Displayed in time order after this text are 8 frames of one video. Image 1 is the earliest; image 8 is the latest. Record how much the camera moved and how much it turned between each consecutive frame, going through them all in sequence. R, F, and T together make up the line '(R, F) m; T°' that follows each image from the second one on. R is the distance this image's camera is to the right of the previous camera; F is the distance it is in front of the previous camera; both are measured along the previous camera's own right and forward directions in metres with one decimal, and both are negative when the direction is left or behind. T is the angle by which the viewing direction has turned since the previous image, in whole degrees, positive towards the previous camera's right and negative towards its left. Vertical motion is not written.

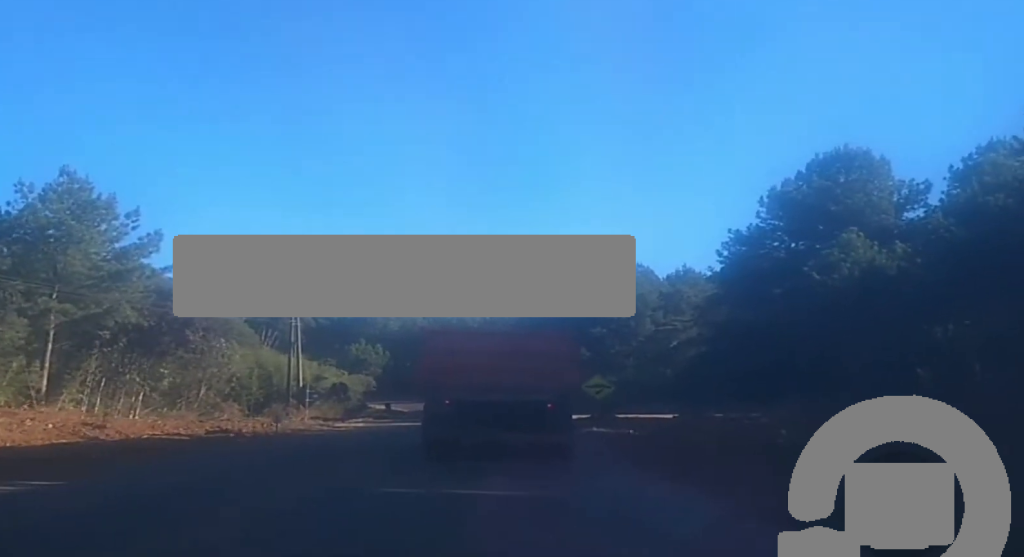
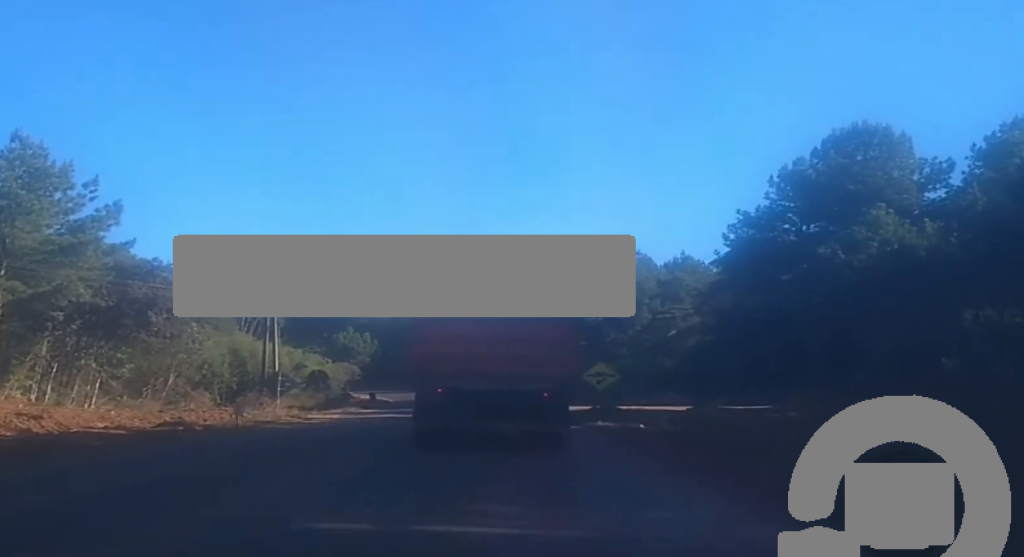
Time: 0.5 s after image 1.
(0.0, +4.9) m; 0°
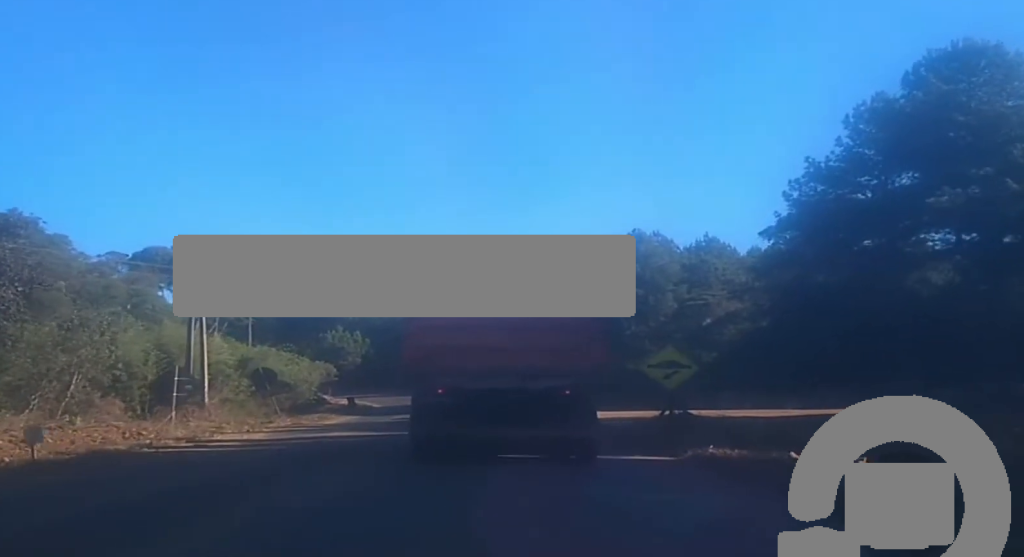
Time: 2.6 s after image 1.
(-0.9, +16.2) m; -2°
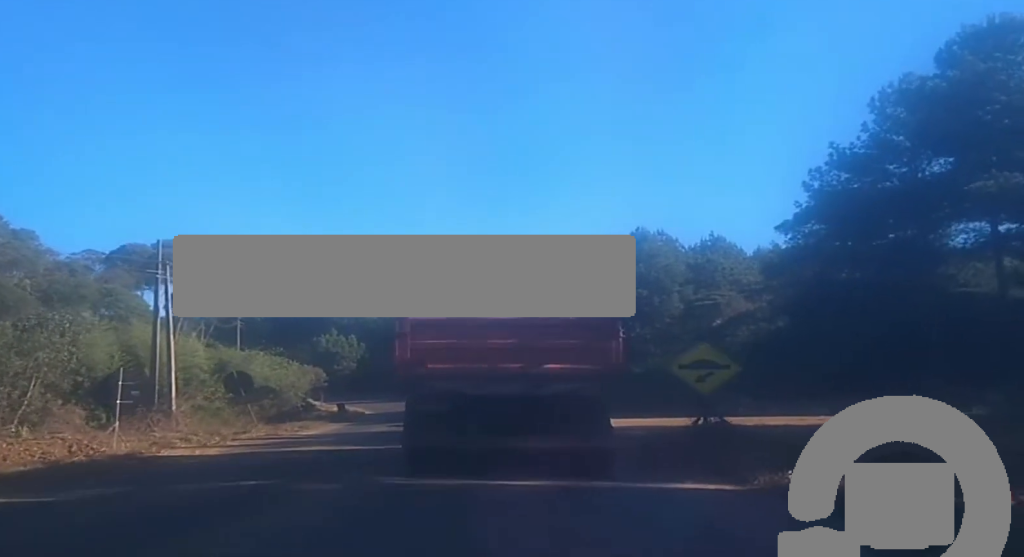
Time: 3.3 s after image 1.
(+0.4, +4.6) m; +6°
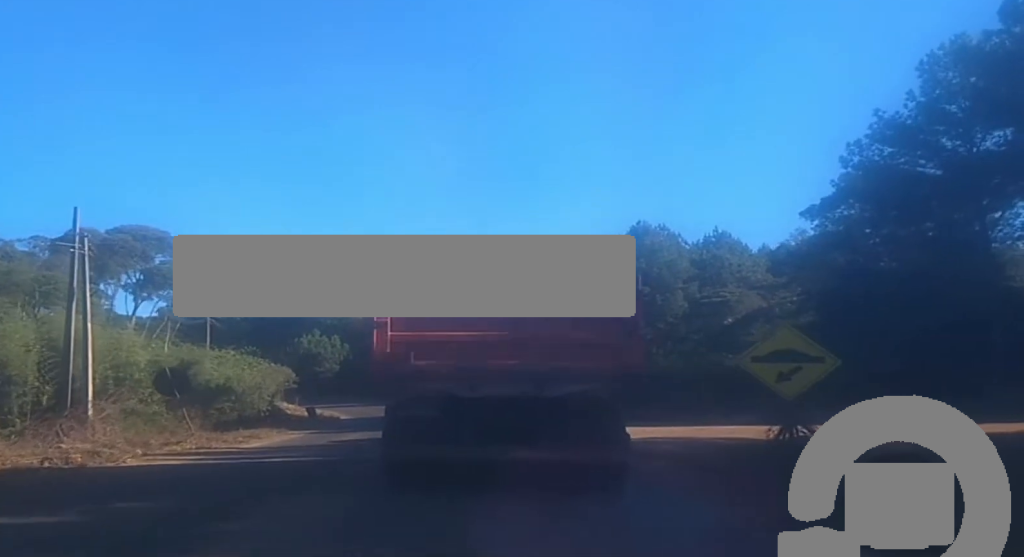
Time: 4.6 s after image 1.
(+0.5, +7.5) m; +3°
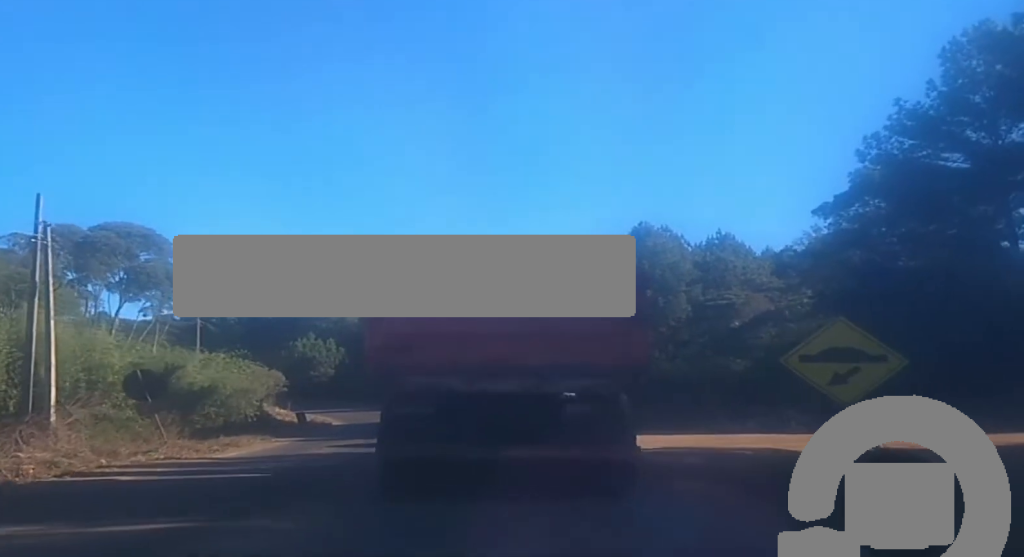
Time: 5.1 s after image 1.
(-0.1, +2.4) m; 0°
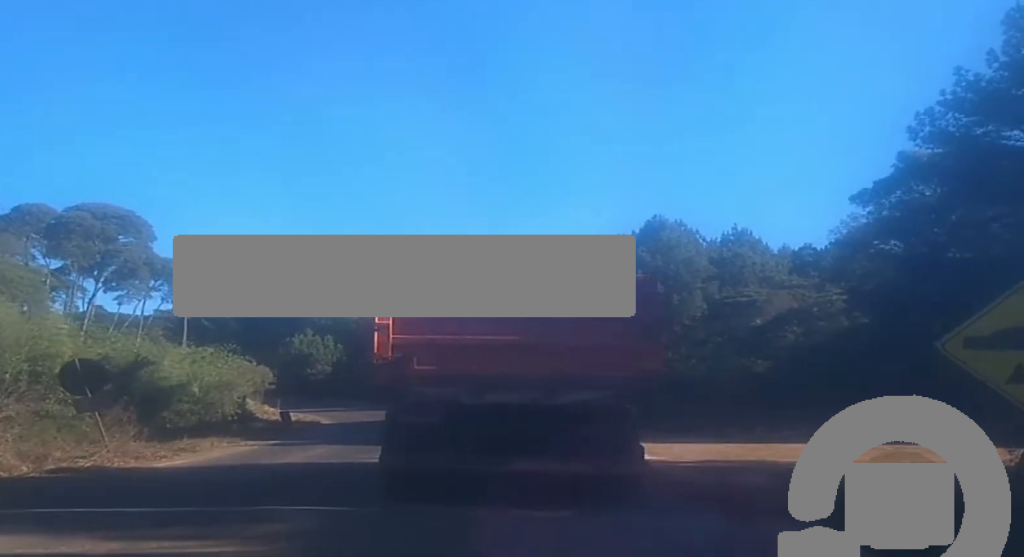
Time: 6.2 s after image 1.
(0.0, +4.6) m; -3°
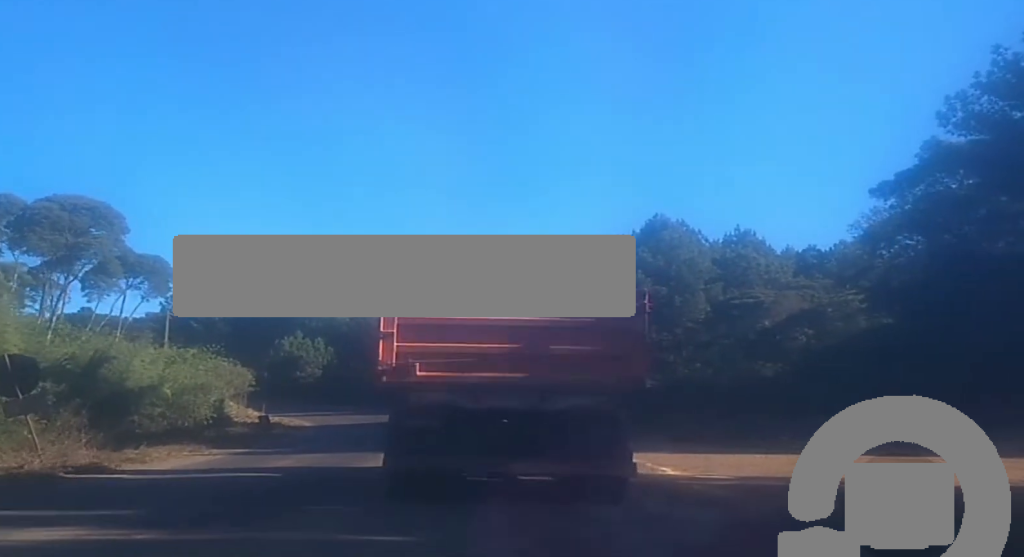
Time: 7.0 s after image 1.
(-0.1, +3.2) m; -2°
